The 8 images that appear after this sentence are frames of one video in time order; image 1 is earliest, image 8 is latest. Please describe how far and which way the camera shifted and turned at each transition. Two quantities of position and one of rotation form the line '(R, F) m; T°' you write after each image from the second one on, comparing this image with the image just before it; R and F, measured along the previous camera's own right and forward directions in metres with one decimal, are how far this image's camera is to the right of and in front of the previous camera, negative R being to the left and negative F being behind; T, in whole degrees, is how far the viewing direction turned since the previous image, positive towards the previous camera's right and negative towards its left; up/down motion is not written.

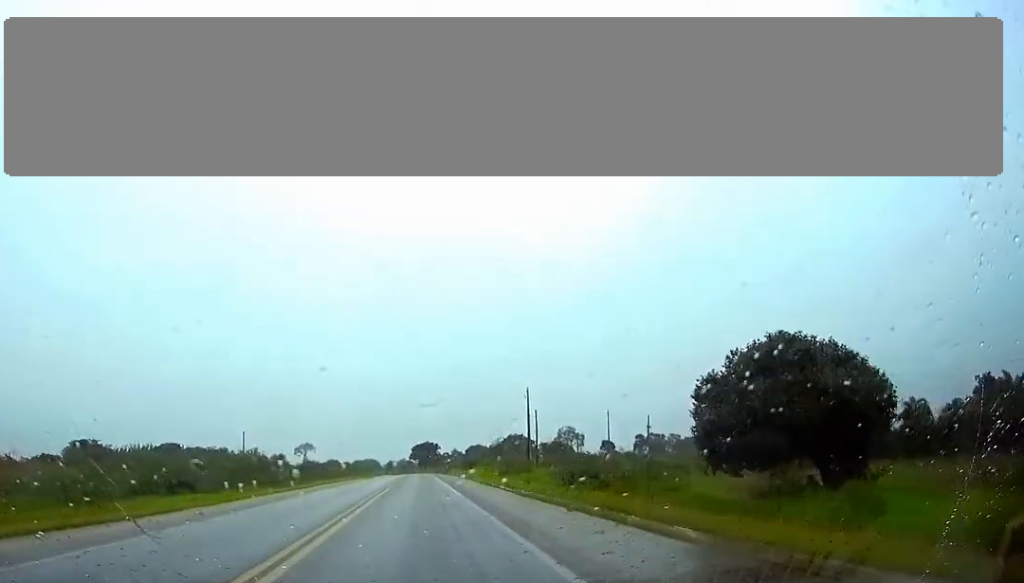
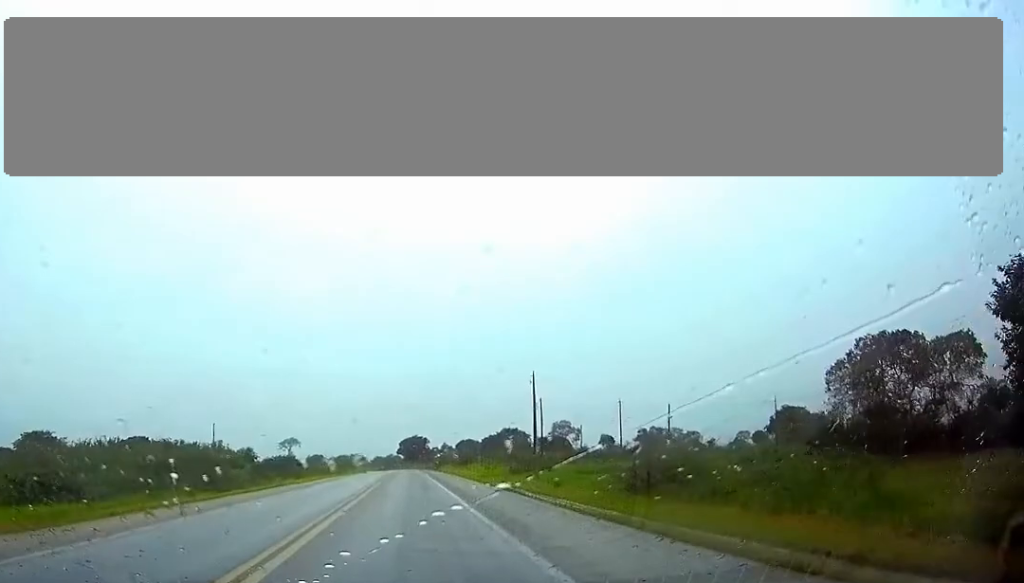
(-0.1, +14.4) m; 0°
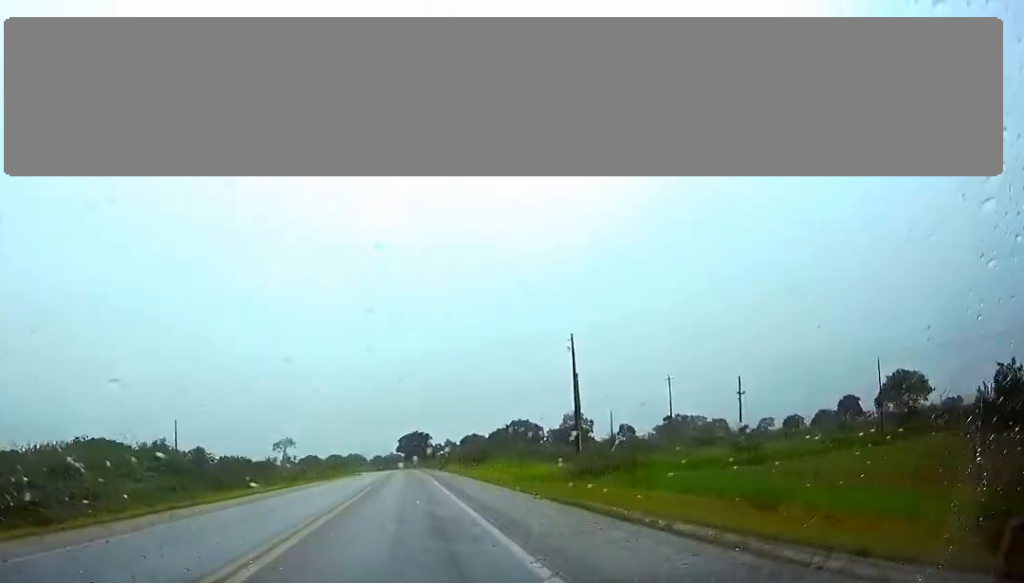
(0.0, +22.9) m; 0°
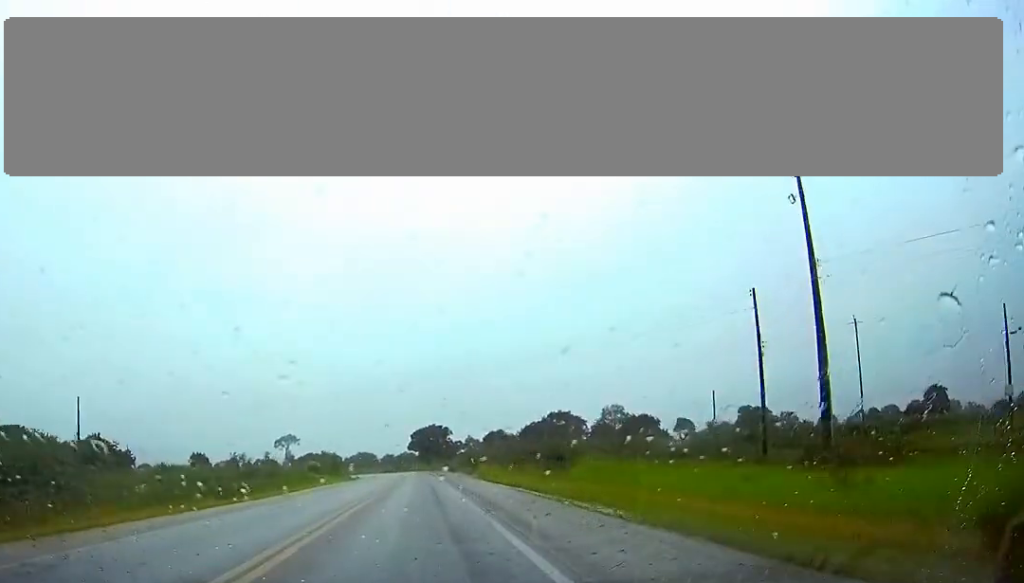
(0.0, +39.7) m; 0°
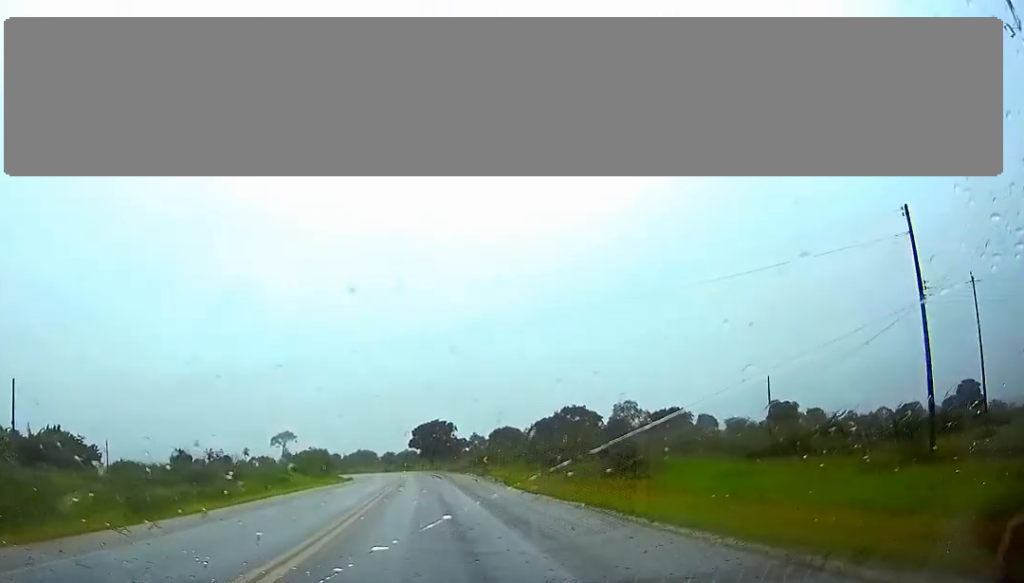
(-0.1, +14.3) m; 0°
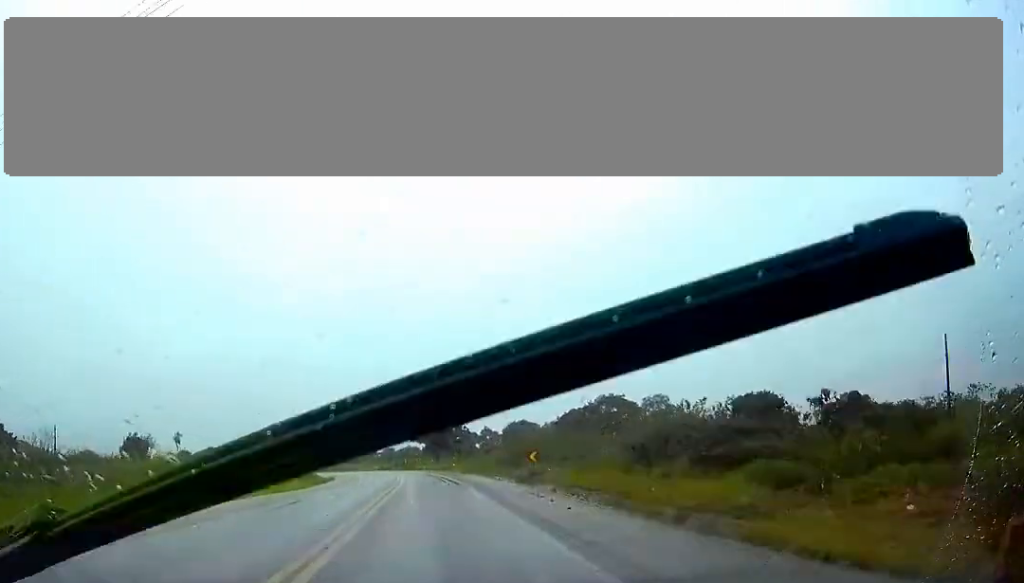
(-0.2, +28.5) m; 0°
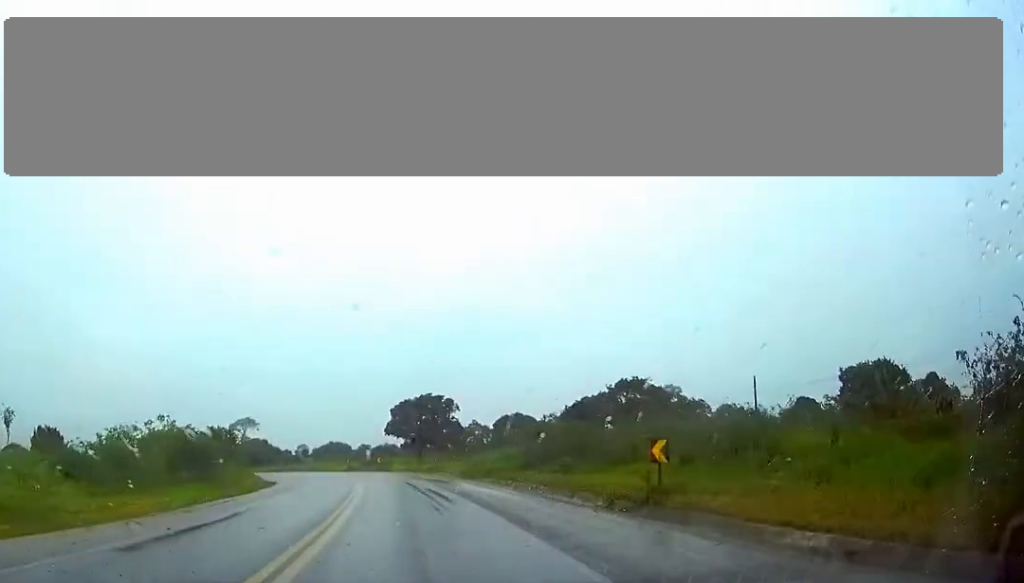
(+0.2, +26.4) m; 0°
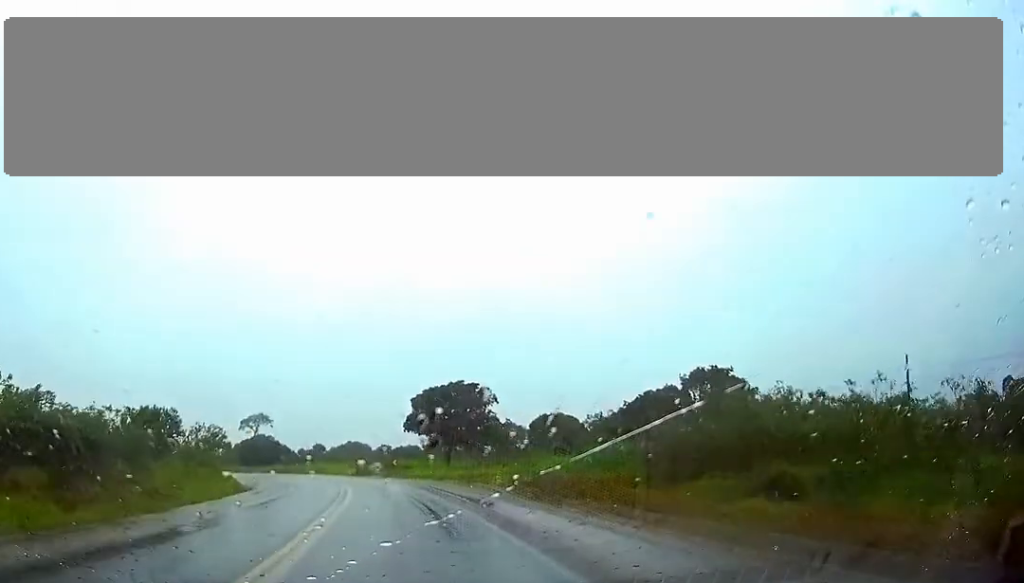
(-0.2, +21.7) m; -1°
